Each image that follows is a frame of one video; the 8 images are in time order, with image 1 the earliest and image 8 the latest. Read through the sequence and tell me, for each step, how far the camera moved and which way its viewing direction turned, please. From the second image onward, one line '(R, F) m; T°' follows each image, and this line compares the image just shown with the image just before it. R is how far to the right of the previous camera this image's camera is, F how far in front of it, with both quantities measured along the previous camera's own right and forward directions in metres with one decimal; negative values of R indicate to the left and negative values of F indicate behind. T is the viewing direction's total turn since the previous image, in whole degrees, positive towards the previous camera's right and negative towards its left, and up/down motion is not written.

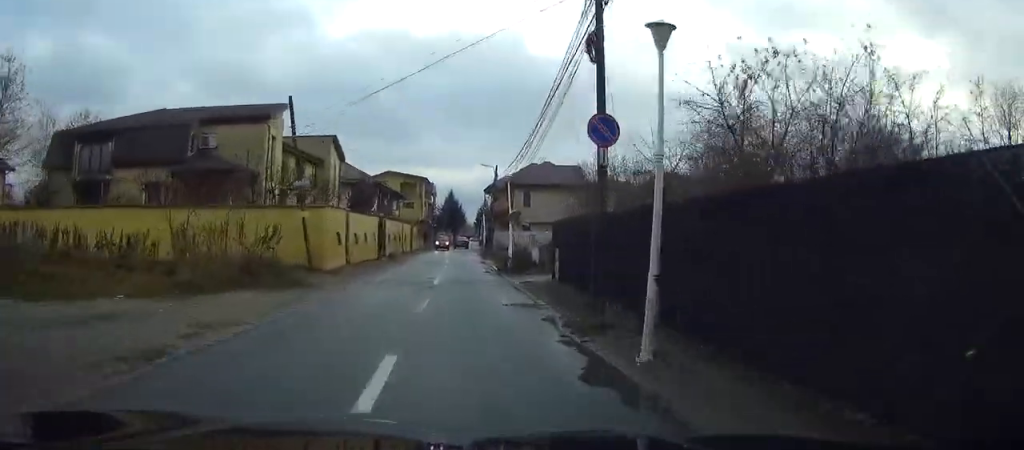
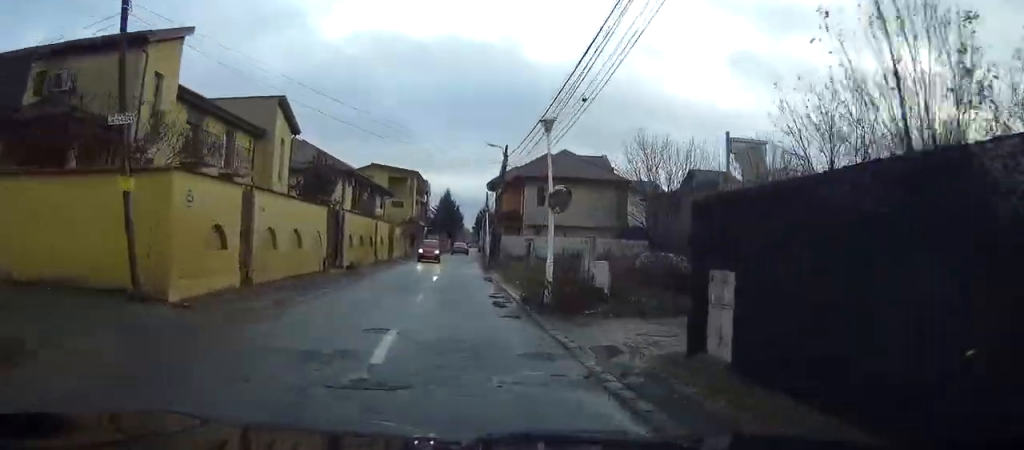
(-0.1, +15.4) m; 0°
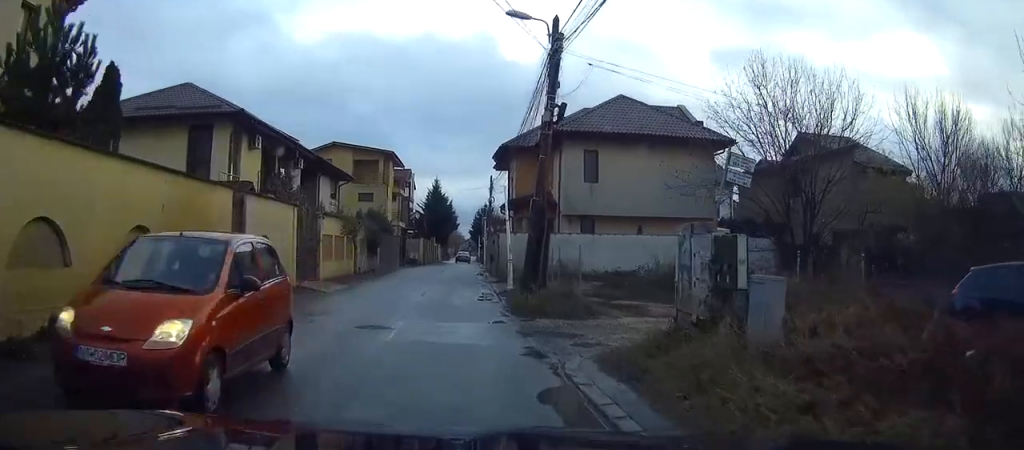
(-0.3, +25.2) m; -1°
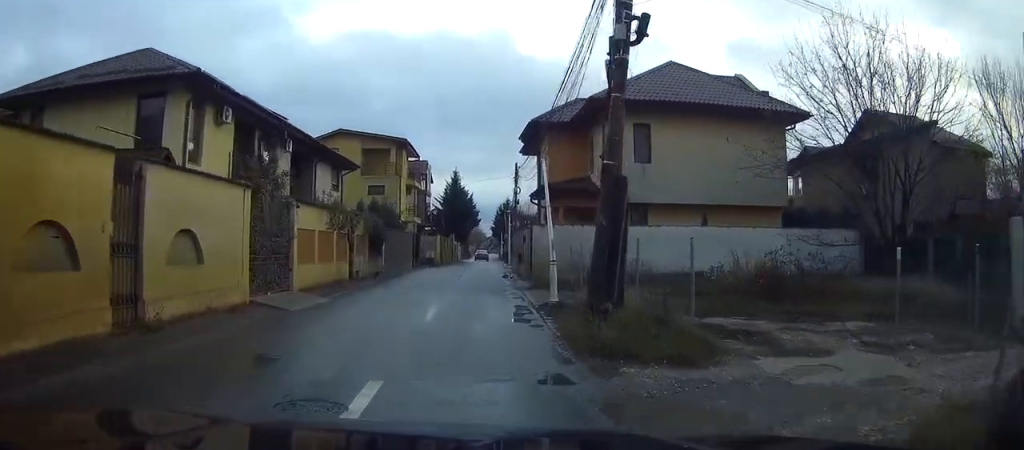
(+0.2, +6.6) m; 0°
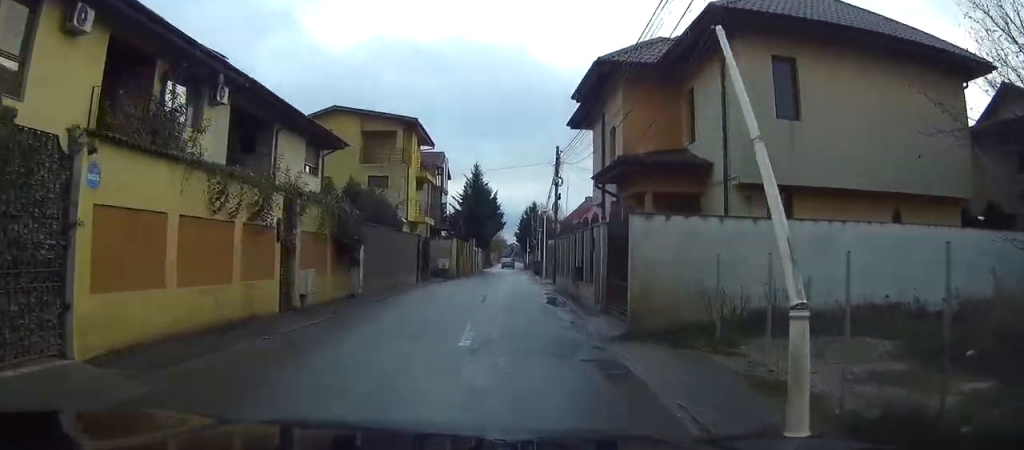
(-0.2, +11.7) m; -1°
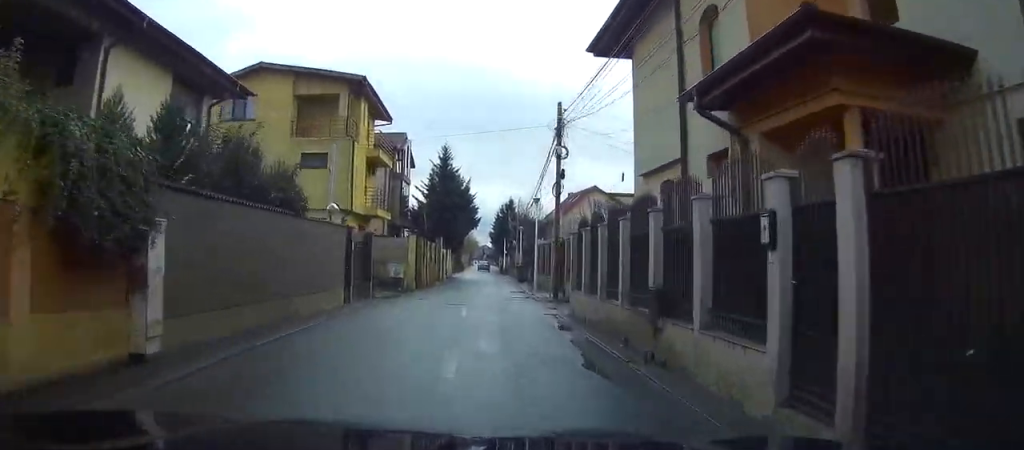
(0.0, +11.2) m; +1°
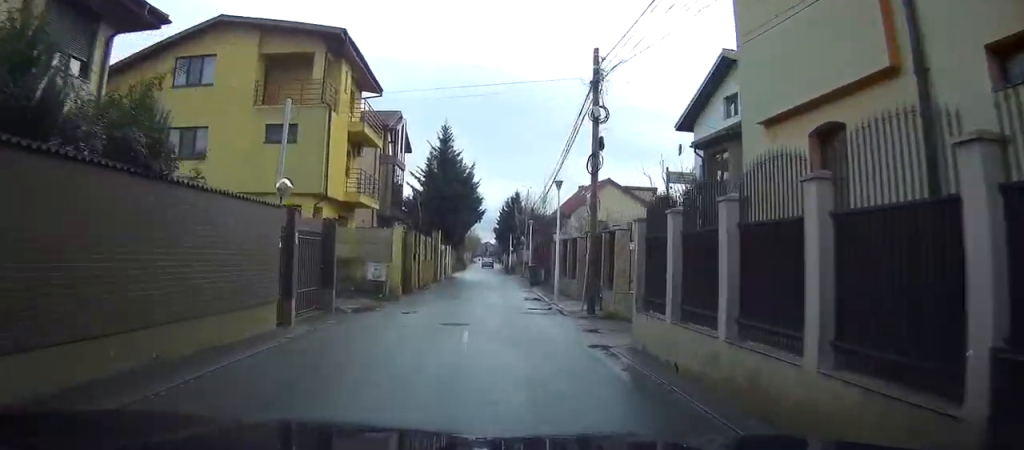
(+0.1, +6.7) m; 0°
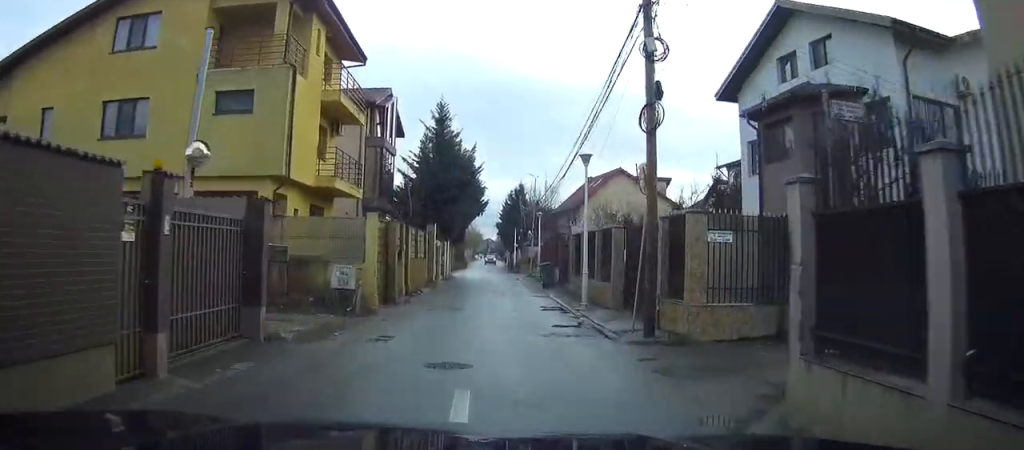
(0.0, +5.6) m; 0°
